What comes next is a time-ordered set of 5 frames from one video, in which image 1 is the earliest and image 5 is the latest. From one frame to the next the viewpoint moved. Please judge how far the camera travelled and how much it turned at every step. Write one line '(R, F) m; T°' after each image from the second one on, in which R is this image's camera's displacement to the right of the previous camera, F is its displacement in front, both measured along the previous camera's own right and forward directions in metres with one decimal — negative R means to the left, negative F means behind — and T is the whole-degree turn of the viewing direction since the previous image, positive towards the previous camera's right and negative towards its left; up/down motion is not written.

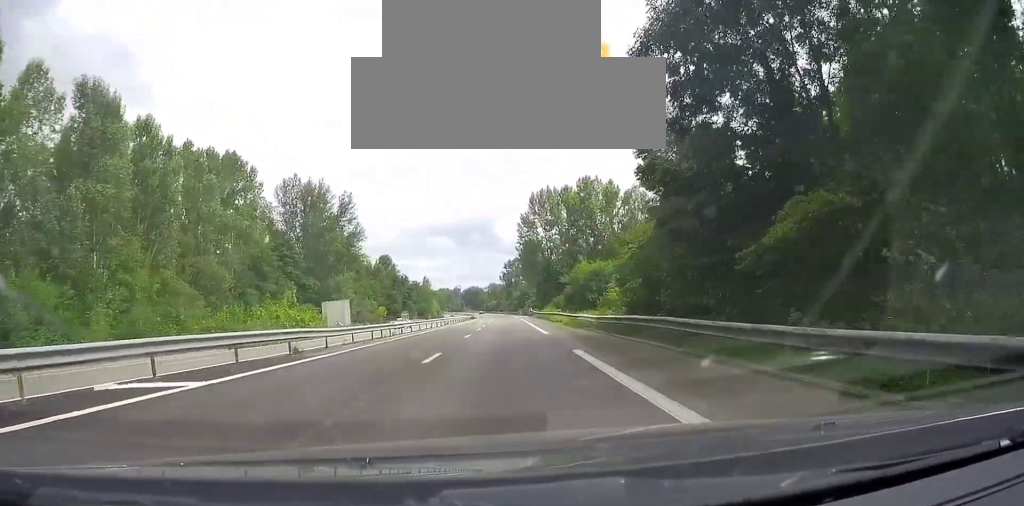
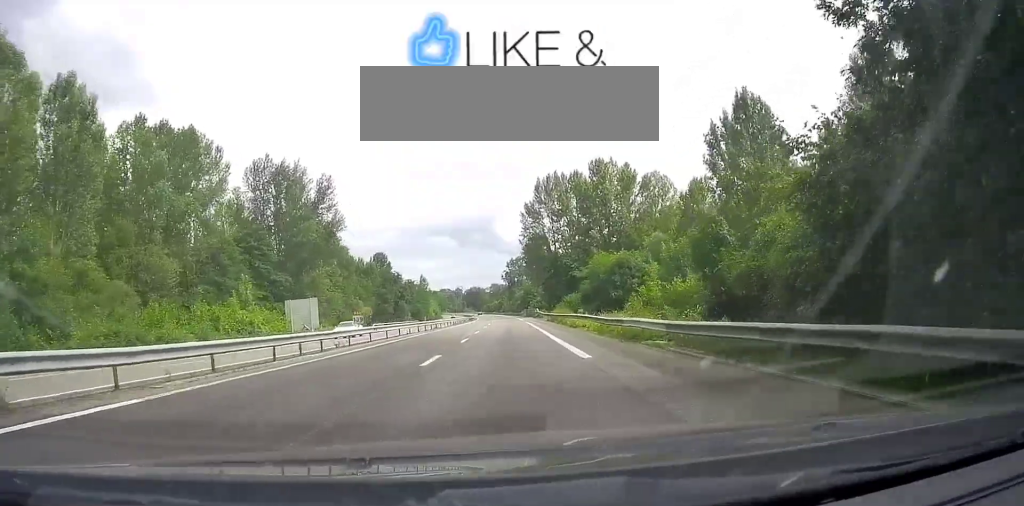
(+0.1, +13.5) m; 0°
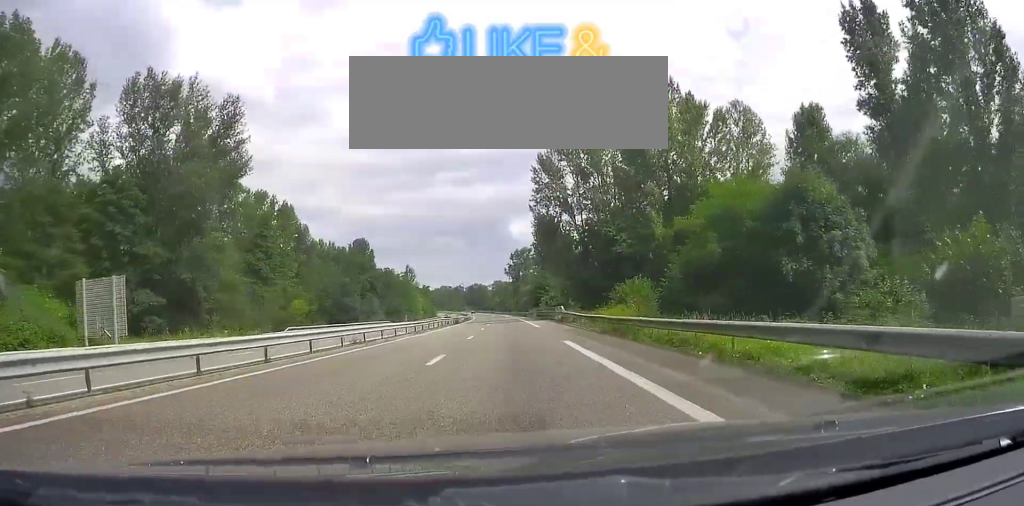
(+0.1, +33.7) m; 0°
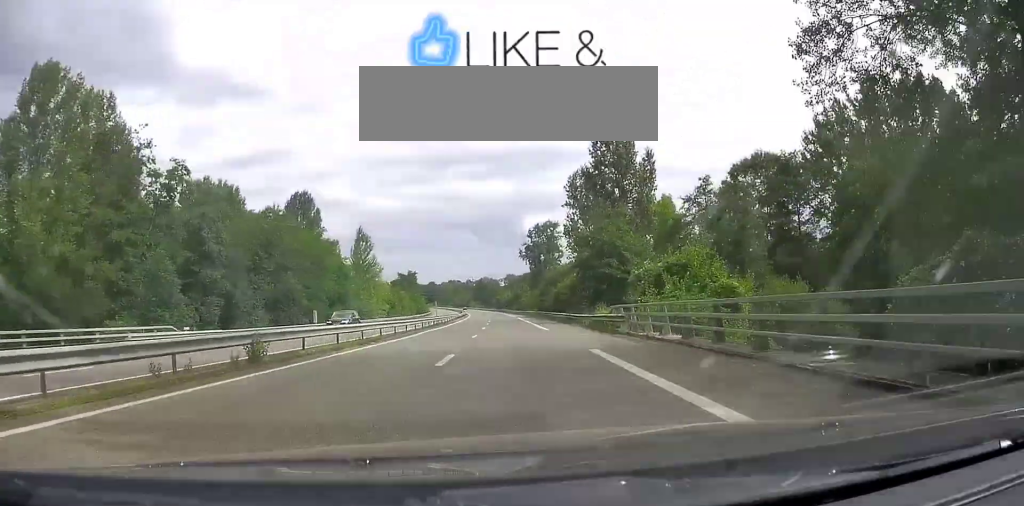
(-0.5, +64.9) m; 0°
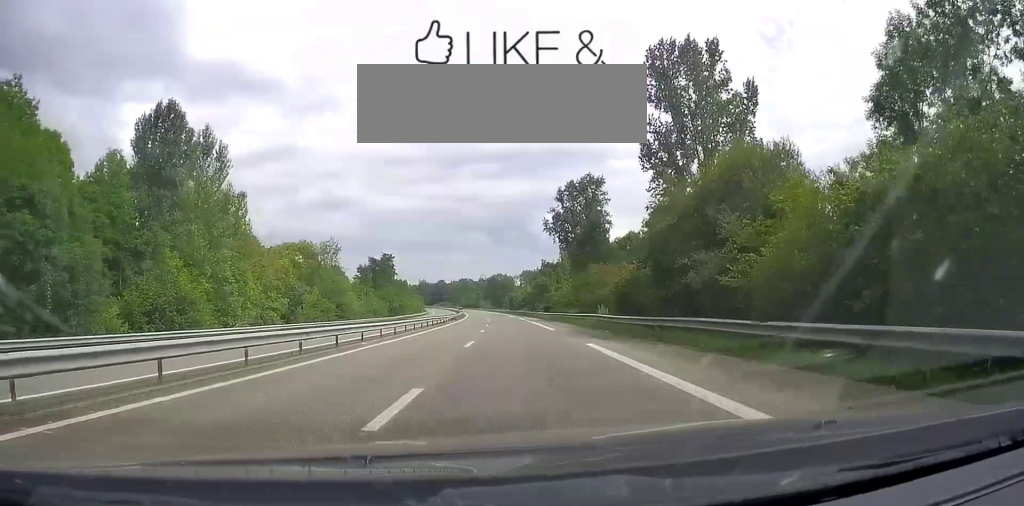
(-1.2, +56.4) m; -3°
